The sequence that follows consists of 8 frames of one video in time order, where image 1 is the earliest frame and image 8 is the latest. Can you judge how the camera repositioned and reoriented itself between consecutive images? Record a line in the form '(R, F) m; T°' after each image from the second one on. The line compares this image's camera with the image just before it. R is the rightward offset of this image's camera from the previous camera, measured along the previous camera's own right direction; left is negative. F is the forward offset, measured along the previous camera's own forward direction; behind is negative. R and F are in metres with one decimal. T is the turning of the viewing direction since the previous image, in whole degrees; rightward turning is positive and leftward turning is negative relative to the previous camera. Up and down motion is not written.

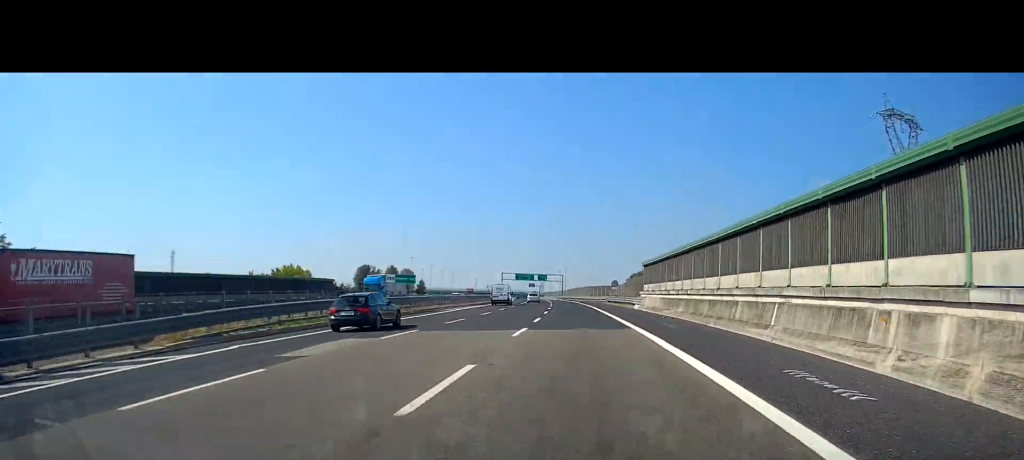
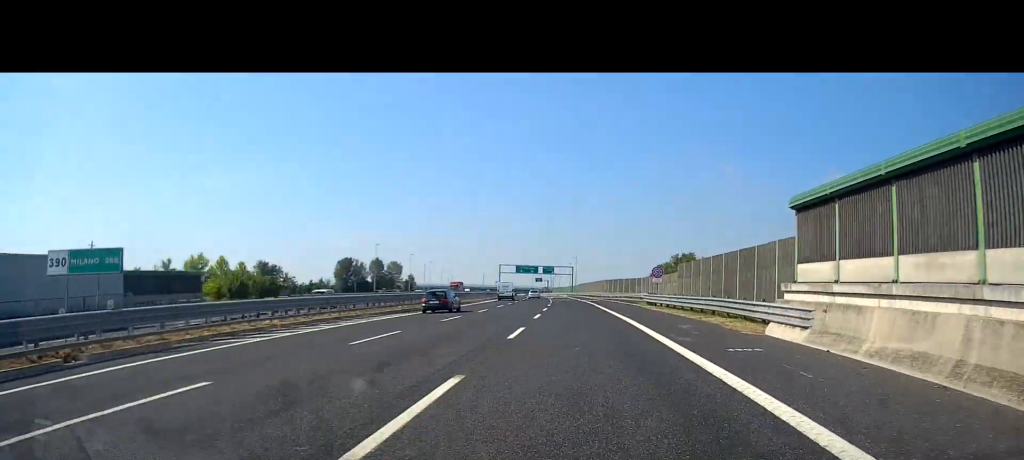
(-0.4, +35.9) m; -1°
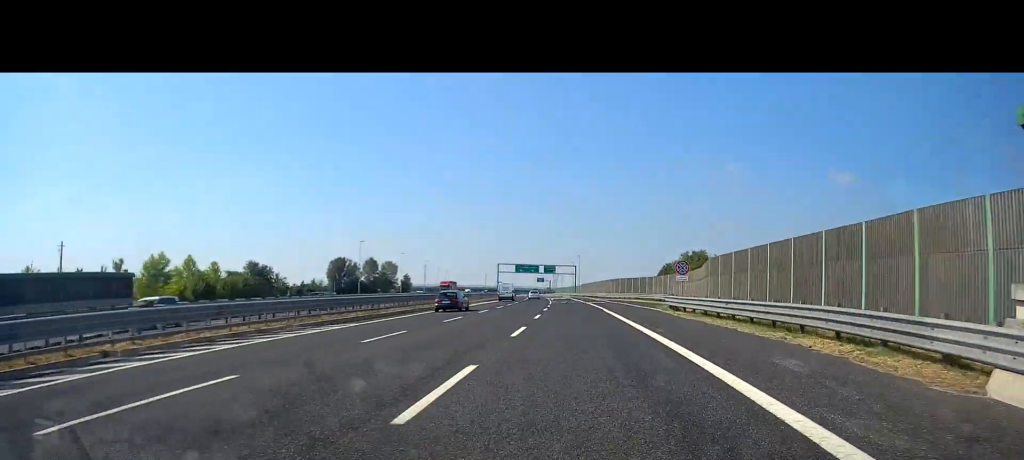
(+0.1, +10.5) m; 0°
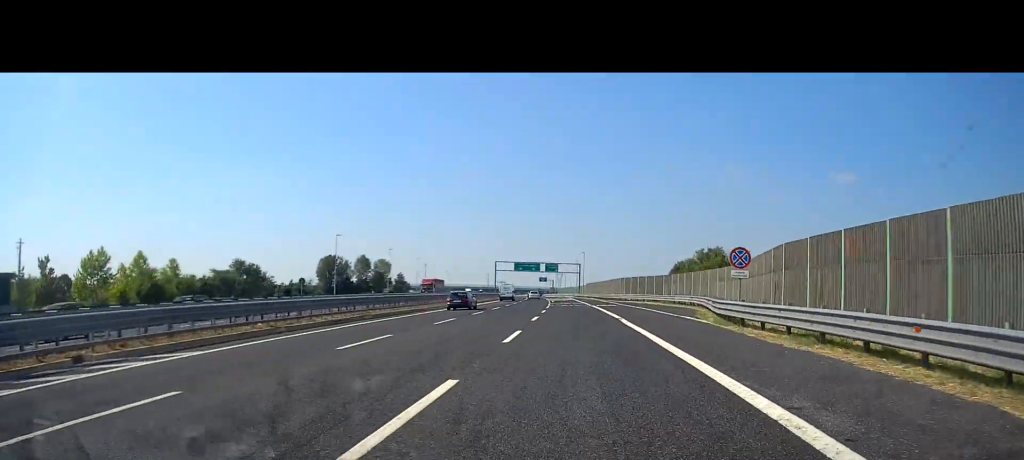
(-0.1, +13.2) m; -1°
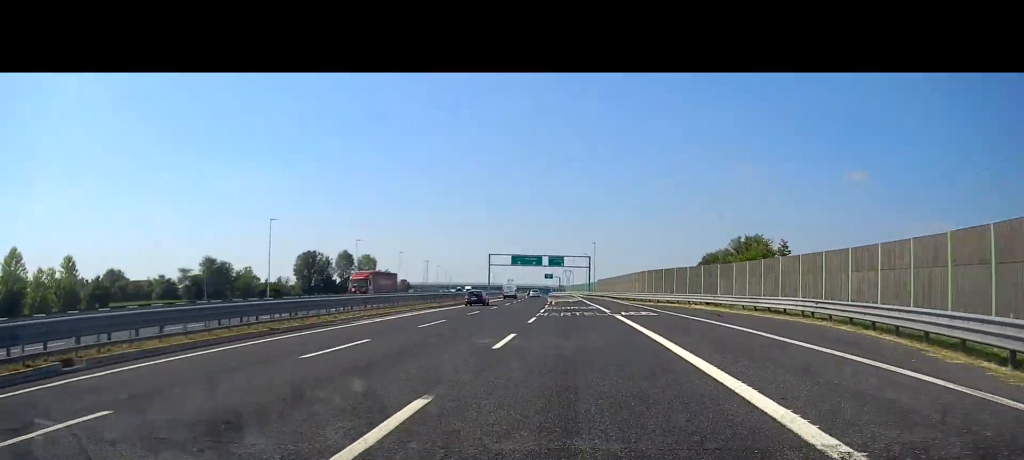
(-0.3, +24.8) m; -1°
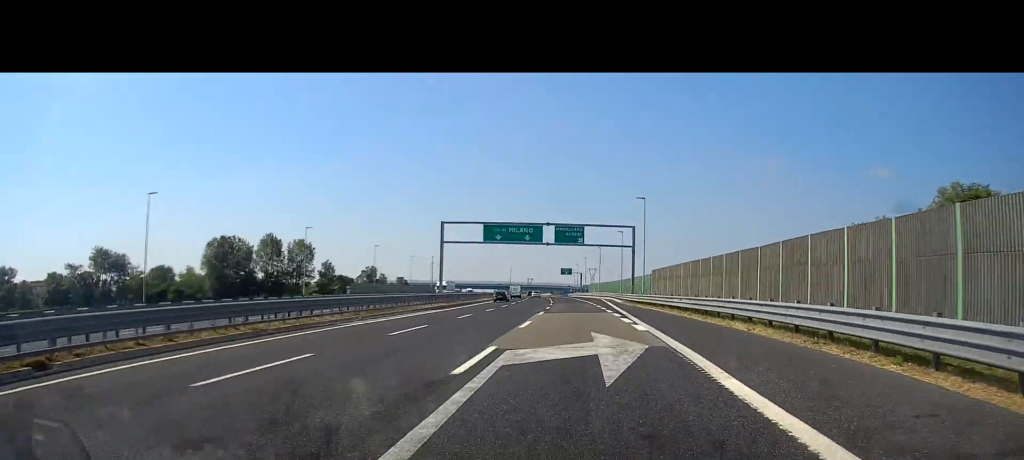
(-0.6, +62.2) m; -2°
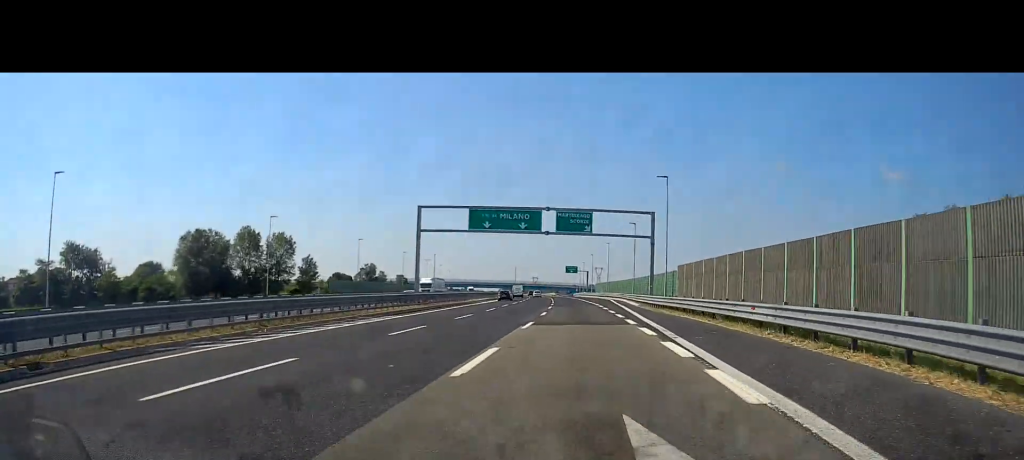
(0.0, +12.5) m; -1°
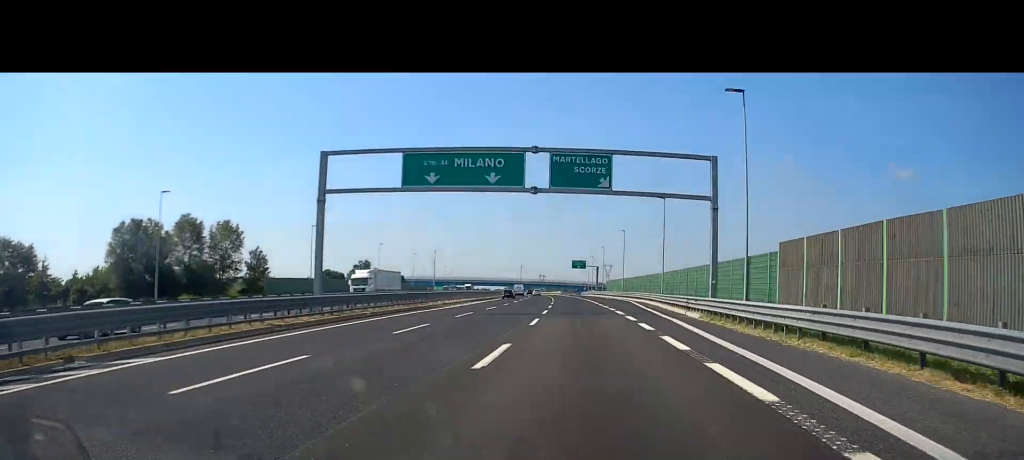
(-0.4, +23.1) m; -1°
